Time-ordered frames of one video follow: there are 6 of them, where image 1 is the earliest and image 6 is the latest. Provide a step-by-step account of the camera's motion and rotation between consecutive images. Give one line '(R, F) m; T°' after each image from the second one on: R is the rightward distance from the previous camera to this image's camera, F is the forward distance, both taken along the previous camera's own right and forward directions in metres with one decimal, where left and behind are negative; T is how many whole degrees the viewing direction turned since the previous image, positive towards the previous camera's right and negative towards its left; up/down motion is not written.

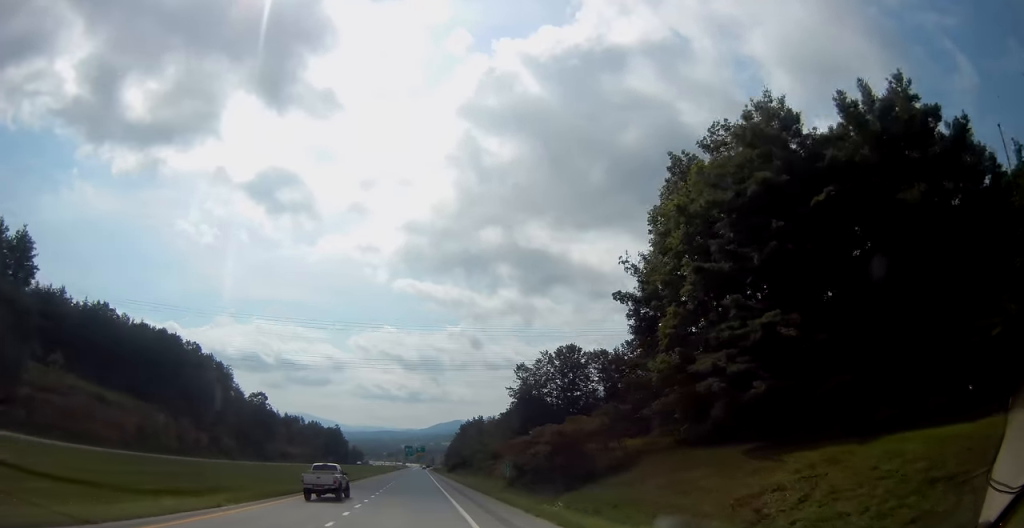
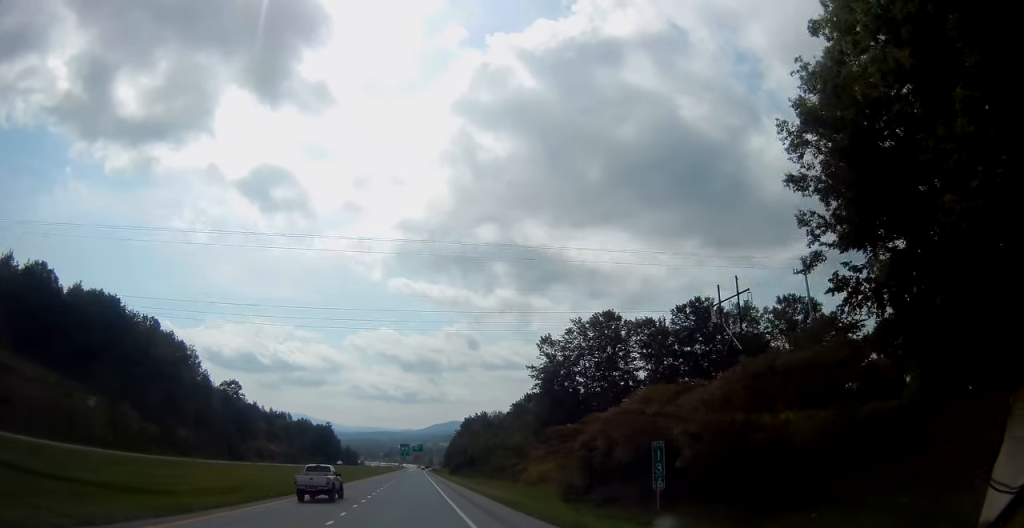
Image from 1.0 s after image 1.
(-0.1, +25.5) m; 0°
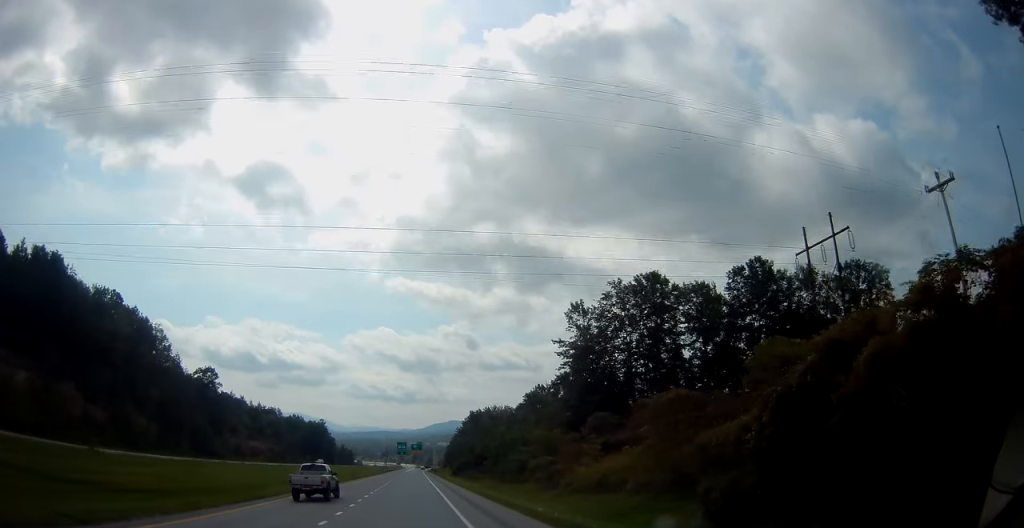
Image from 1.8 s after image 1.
(+0.1, +18.8) m; 0°
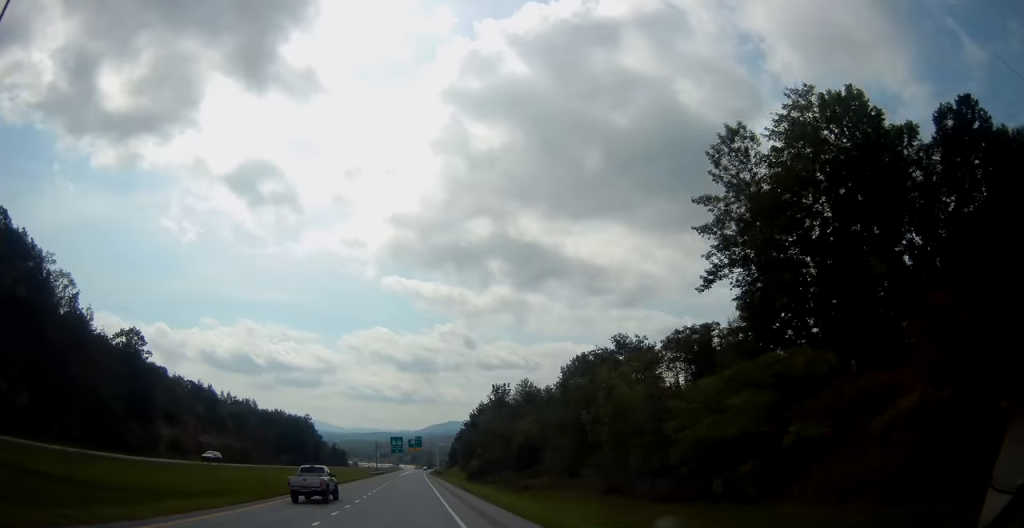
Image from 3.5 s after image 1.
(-0.4, +40.9) m; -1°
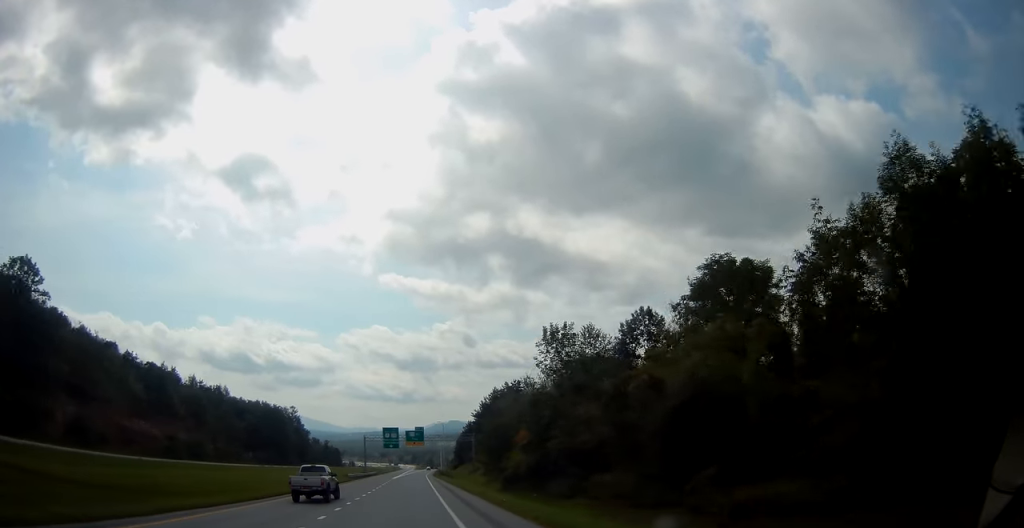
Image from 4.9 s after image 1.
(+0.4, +36.2) m; +1°
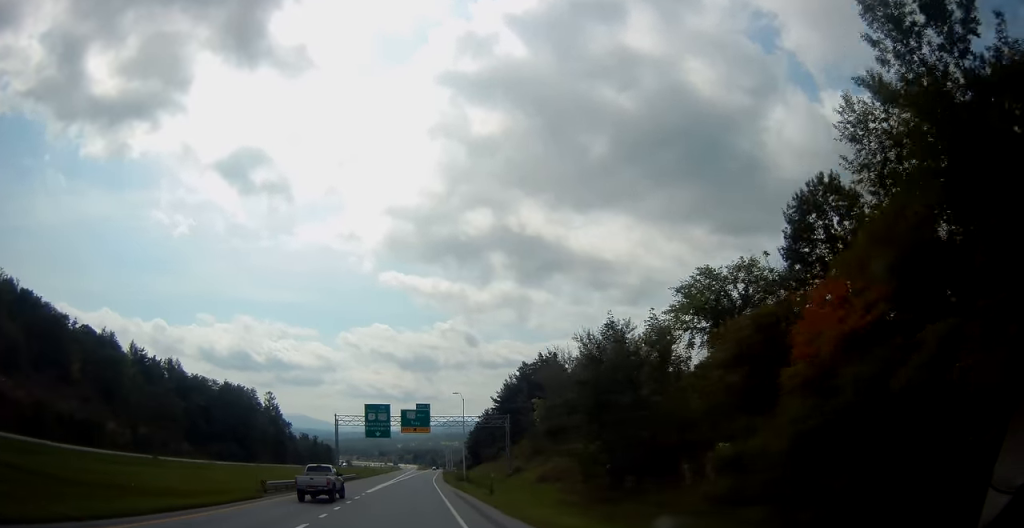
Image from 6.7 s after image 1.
(0.0, +44.4) m; 0°
